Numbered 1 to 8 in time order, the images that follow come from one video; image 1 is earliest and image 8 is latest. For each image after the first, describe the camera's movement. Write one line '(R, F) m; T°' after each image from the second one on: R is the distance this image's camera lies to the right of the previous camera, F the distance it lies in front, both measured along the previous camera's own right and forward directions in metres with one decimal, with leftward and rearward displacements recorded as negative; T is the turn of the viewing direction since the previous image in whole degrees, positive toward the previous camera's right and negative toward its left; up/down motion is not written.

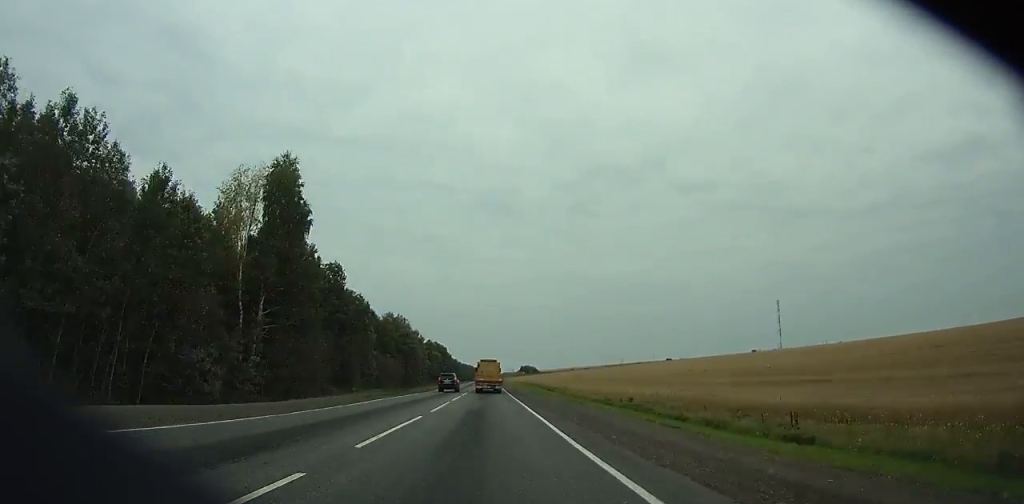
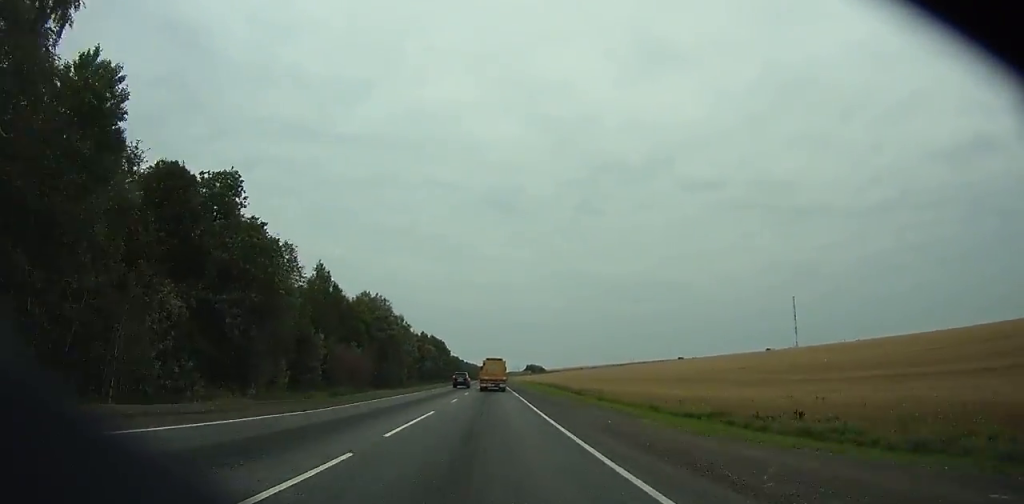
(-0.2, +34.4) m; 0°
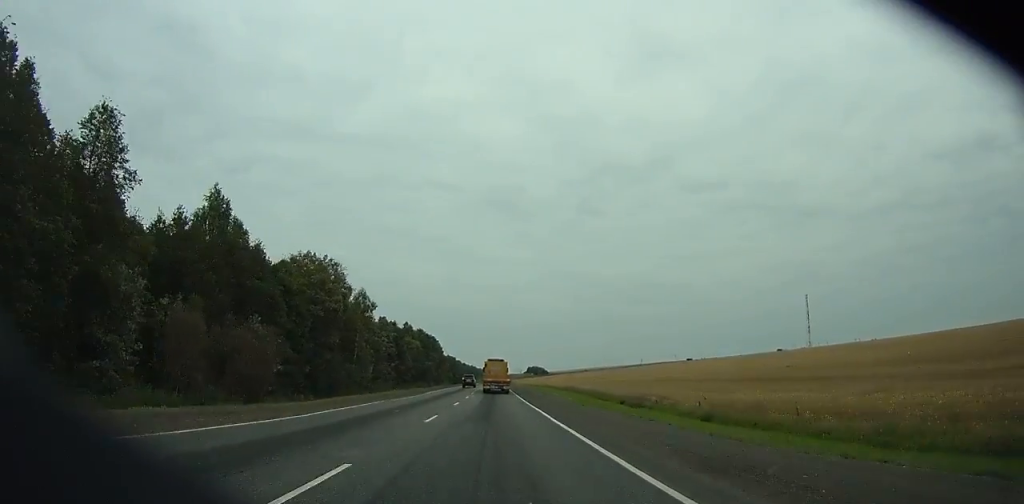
(0.0, +37.3) m; 0°
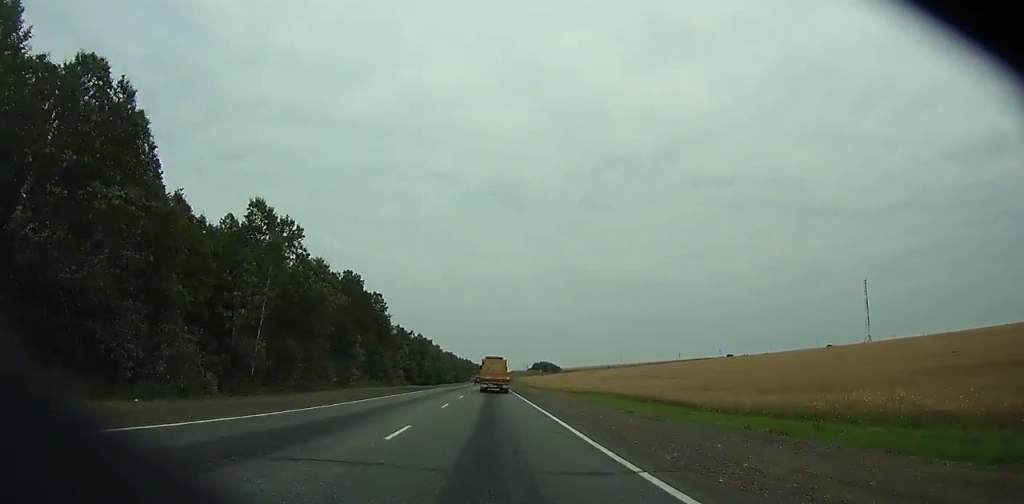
(+1.1, +137.4) m; +1°
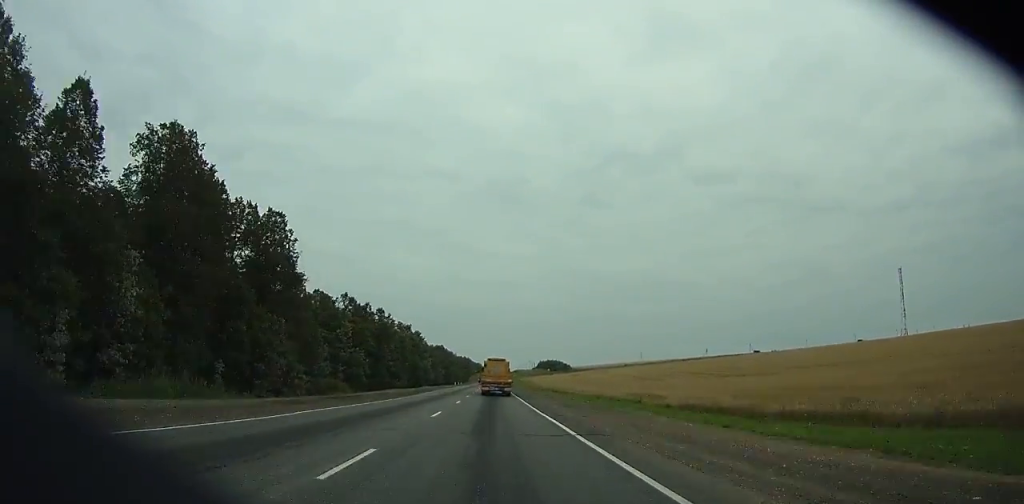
(+0.3, +64.4) m; +1°
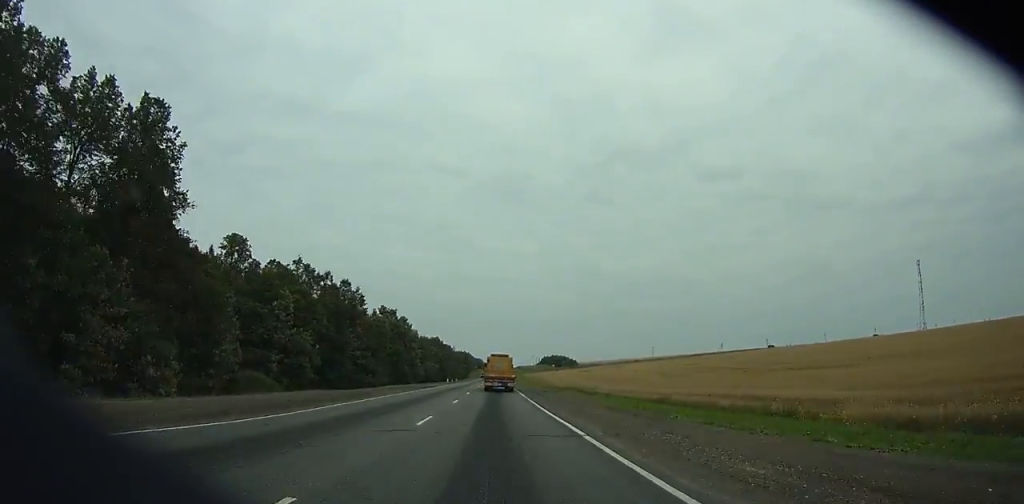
(+0.1, +28.5) m; 0°
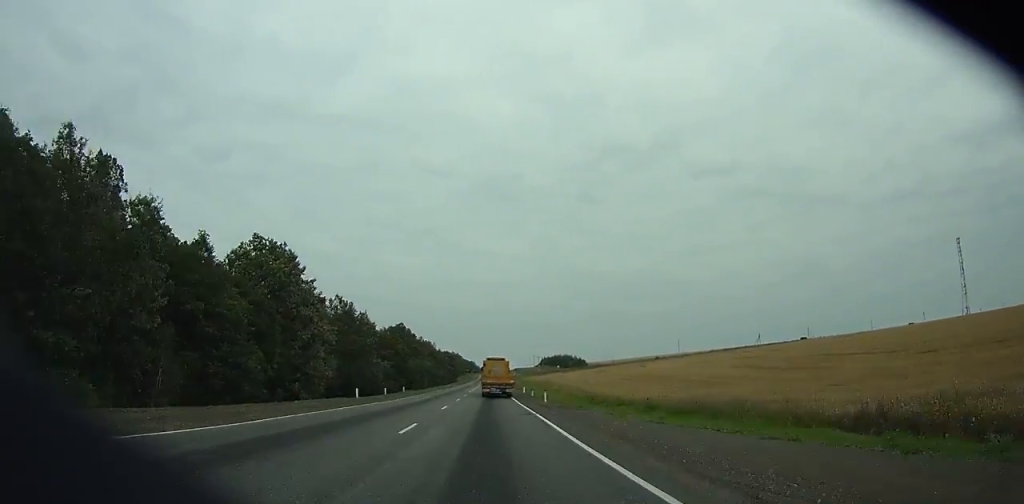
(+0.1, +73.2) m; 0°
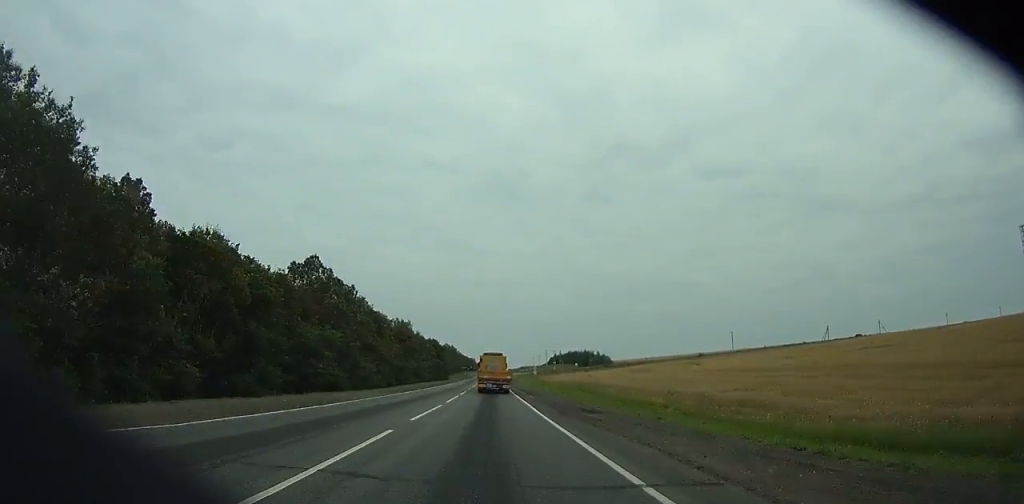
(-0.2, +77.0) m; 0°
